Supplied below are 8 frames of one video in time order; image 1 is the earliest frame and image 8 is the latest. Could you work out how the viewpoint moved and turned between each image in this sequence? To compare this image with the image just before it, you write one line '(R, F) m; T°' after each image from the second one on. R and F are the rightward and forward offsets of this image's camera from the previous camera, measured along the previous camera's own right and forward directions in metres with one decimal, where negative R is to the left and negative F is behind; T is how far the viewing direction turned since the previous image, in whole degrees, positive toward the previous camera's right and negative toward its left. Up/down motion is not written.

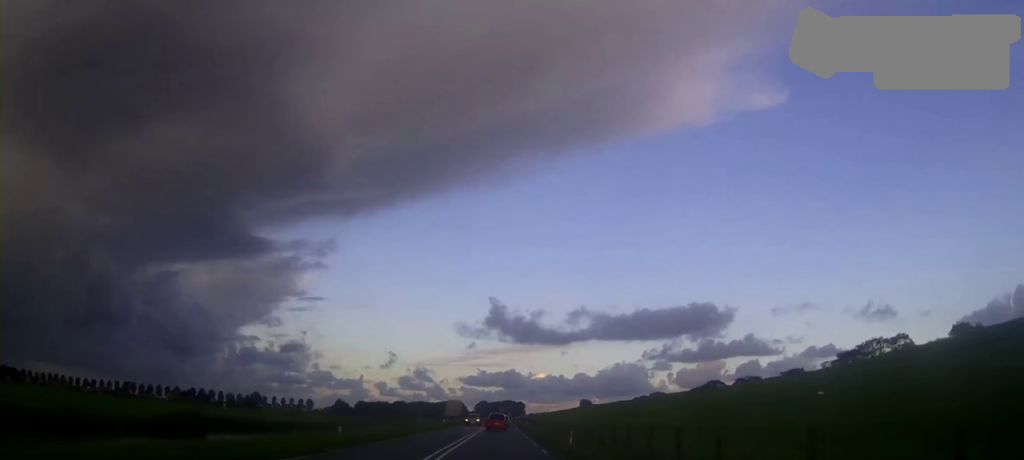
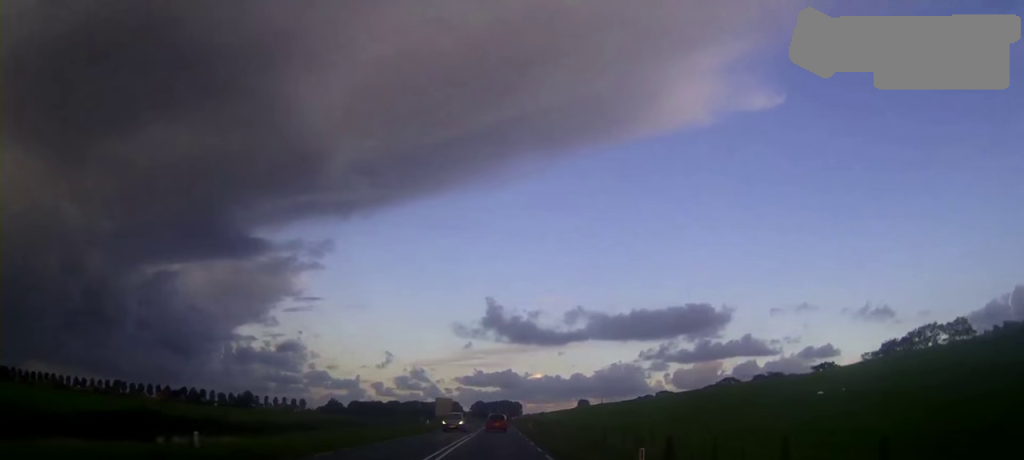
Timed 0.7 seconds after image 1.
(+0.1, +14.3) m; 0°
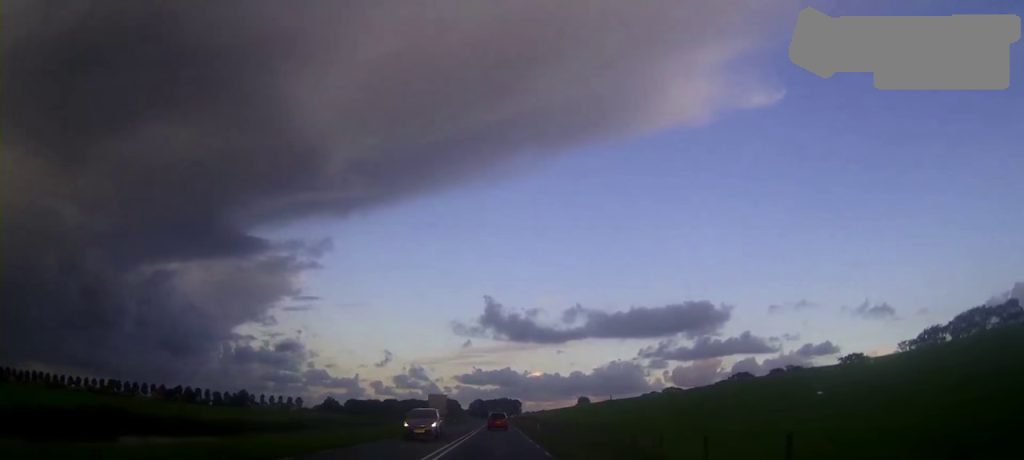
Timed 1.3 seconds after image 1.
(0.0, +11.1) m; 0°
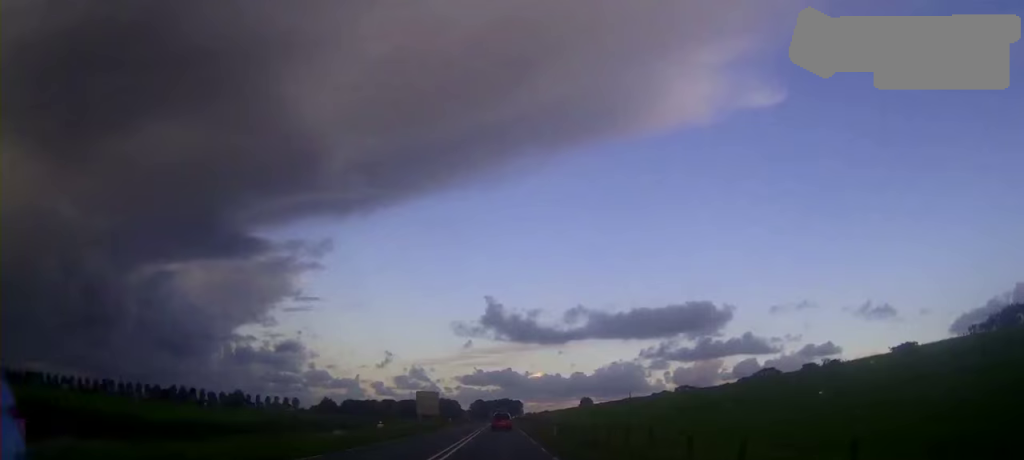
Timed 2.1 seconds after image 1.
(0.0, +15.8) m; 0°
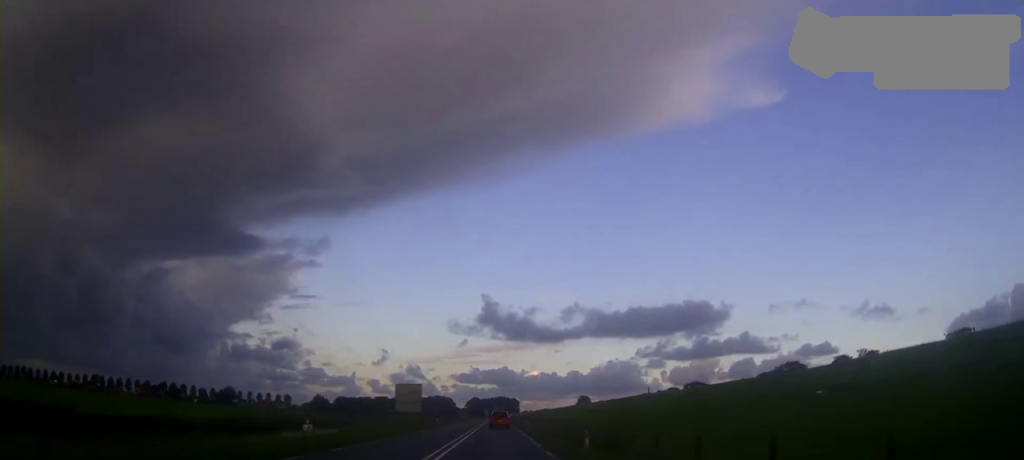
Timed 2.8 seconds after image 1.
(+0.1, +14.1) m; 0°
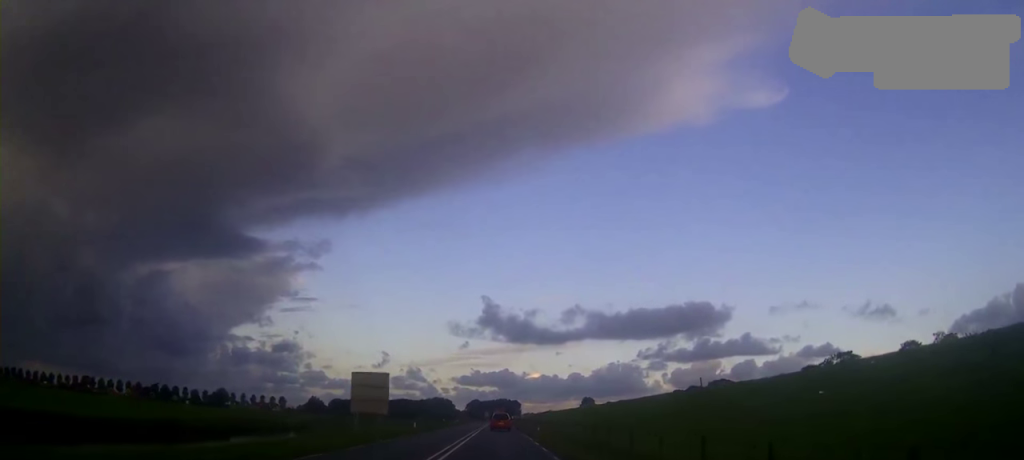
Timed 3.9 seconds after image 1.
(0.0, +22.0) m; 0°
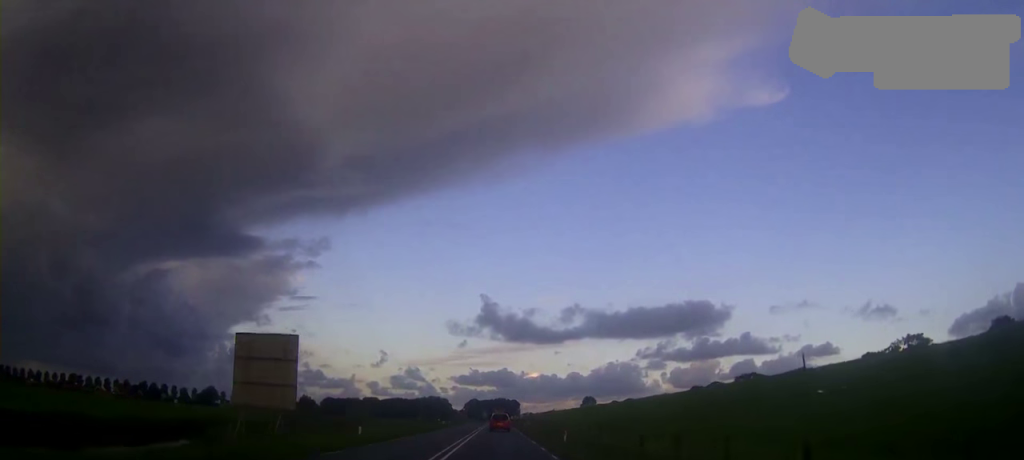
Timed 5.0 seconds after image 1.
(0.0, +21.8) m; 0°
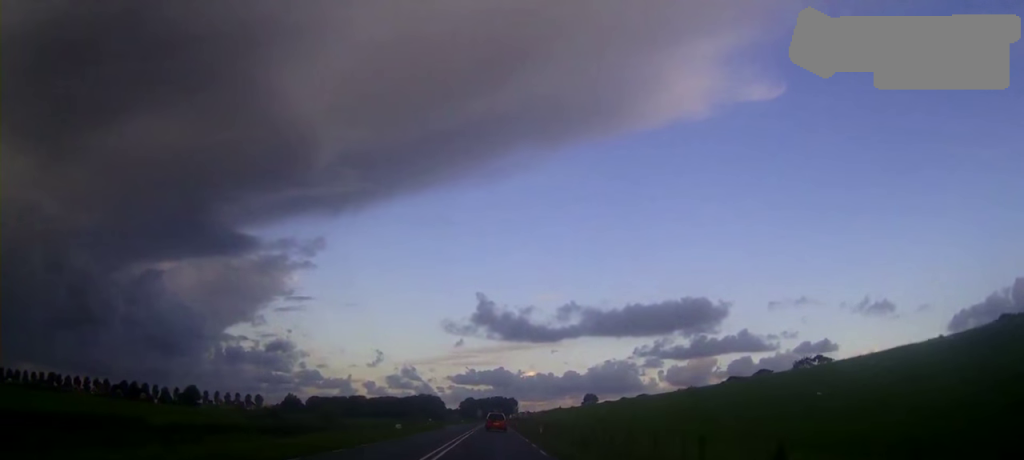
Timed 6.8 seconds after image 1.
(+0.2, +33.4) m; 0°
